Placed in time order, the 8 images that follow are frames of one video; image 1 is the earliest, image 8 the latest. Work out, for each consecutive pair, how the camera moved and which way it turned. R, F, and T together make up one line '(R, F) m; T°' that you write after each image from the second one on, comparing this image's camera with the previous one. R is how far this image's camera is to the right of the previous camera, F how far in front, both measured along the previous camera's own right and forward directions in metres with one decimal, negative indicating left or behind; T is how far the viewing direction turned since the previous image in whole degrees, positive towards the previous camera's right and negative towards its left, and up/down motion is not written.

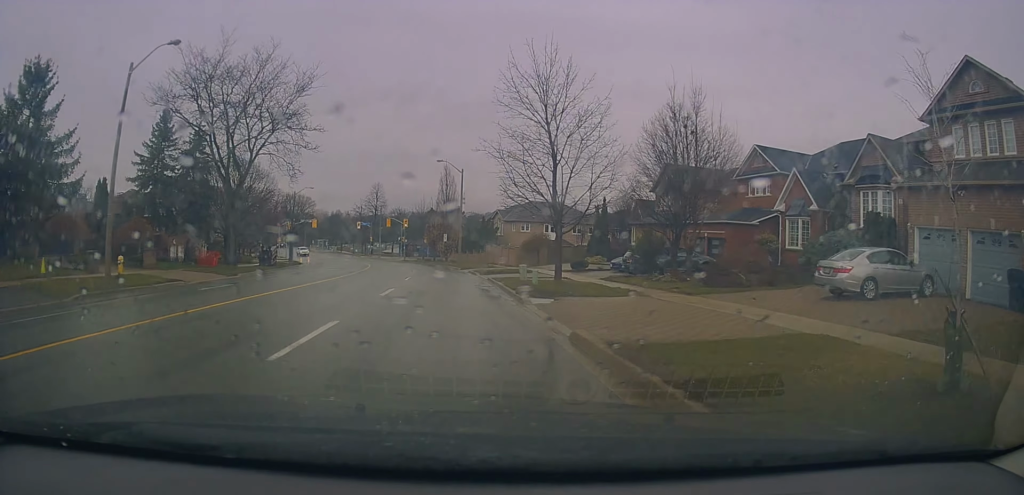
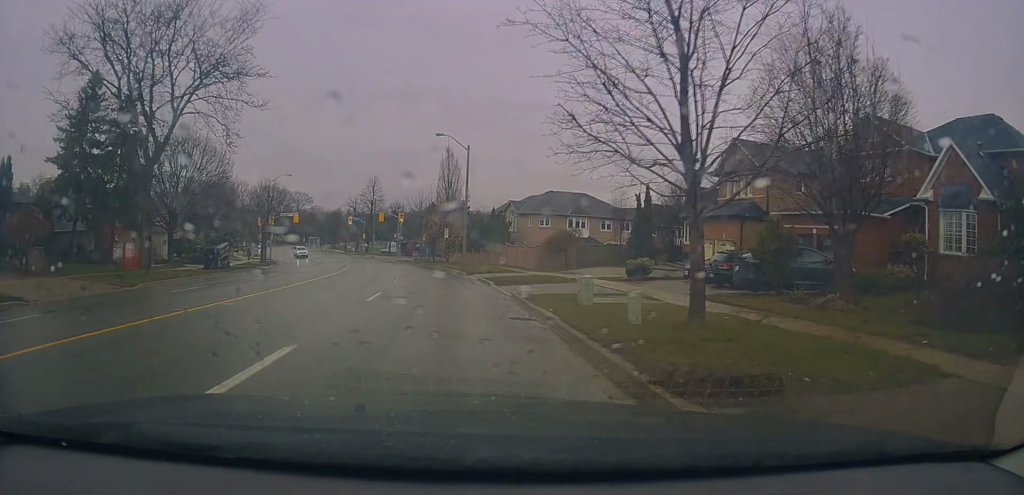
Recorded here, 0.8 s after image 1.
(0.0, +10.7) m; -1°
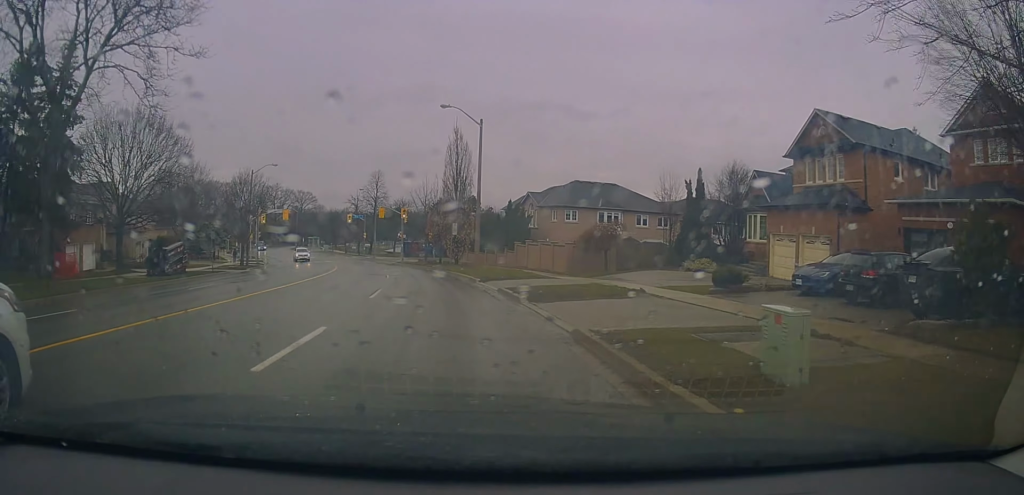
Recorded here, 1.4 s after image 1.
(0.0, +8.1) m; -1°
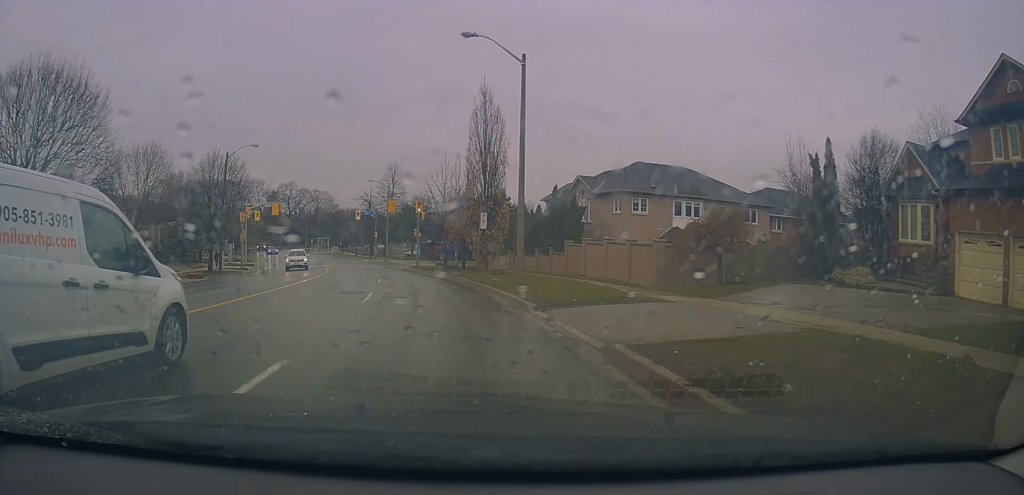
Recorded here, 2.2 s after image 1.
(-0.1, +11.2) m; -2°
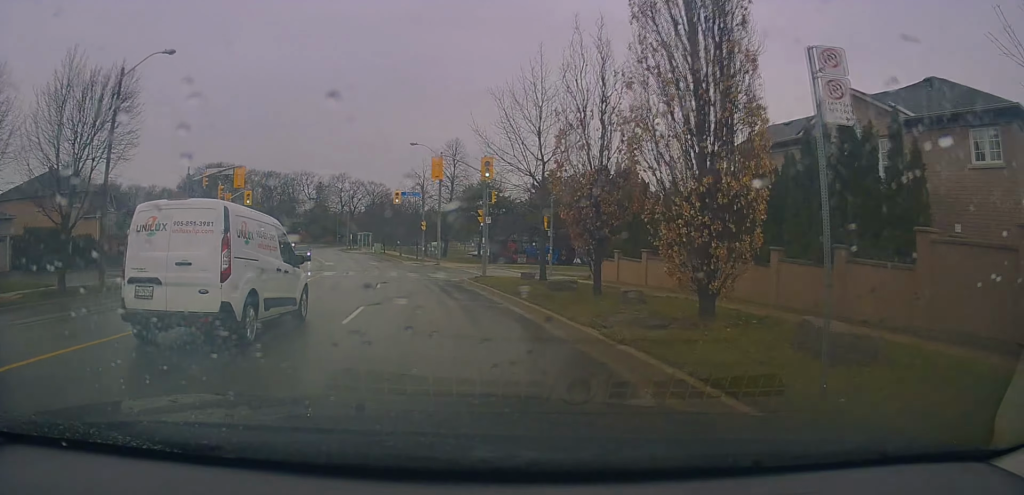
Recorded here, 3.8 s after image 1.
(-1.6, +22.4) m; -9°
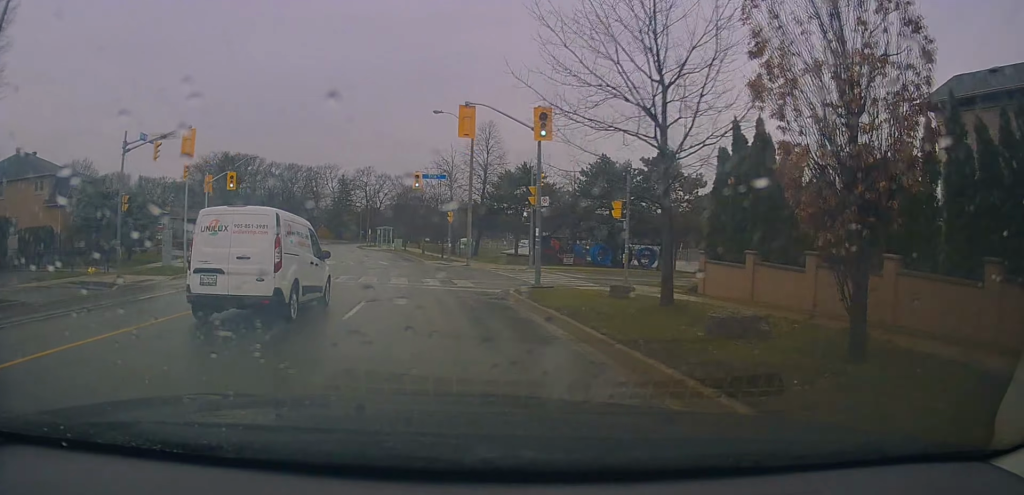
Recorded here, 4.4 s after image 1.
(-0.4, +9.7) m; -4°
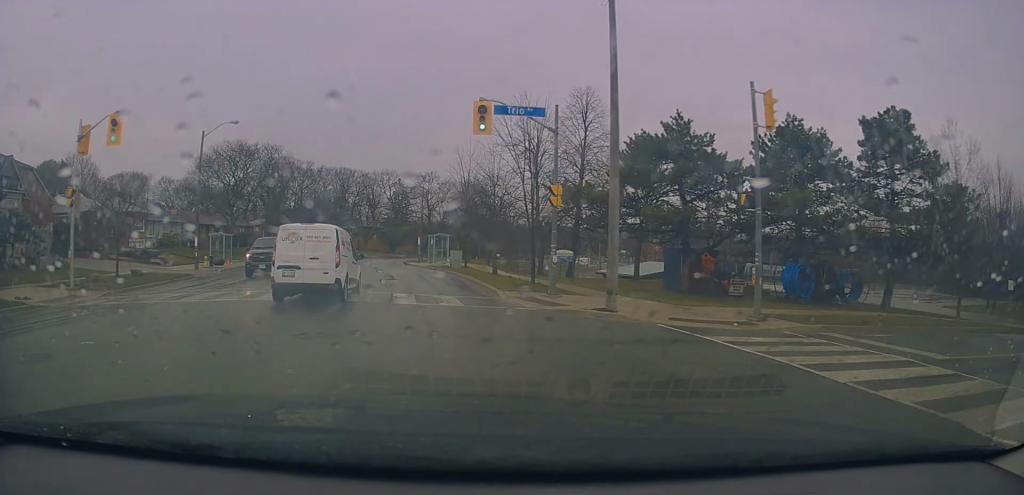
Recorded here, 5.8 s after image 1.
(-1.3, +21.1) m; -6°
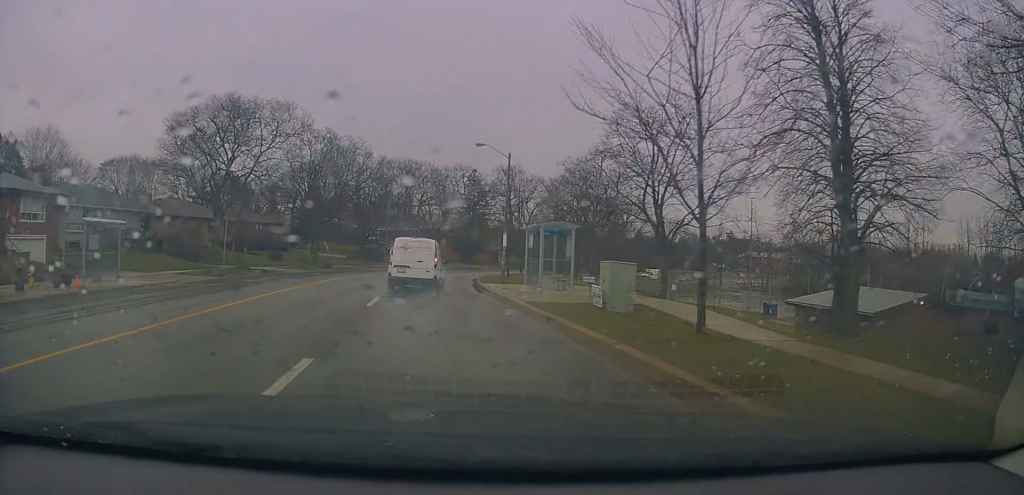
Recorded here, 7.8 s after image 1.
(-1.8, +28.0) m; -8°
